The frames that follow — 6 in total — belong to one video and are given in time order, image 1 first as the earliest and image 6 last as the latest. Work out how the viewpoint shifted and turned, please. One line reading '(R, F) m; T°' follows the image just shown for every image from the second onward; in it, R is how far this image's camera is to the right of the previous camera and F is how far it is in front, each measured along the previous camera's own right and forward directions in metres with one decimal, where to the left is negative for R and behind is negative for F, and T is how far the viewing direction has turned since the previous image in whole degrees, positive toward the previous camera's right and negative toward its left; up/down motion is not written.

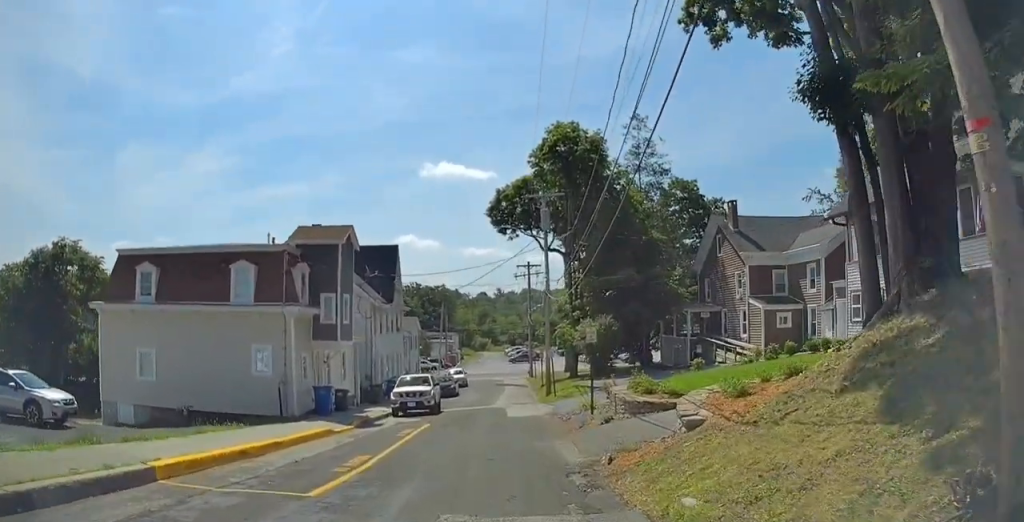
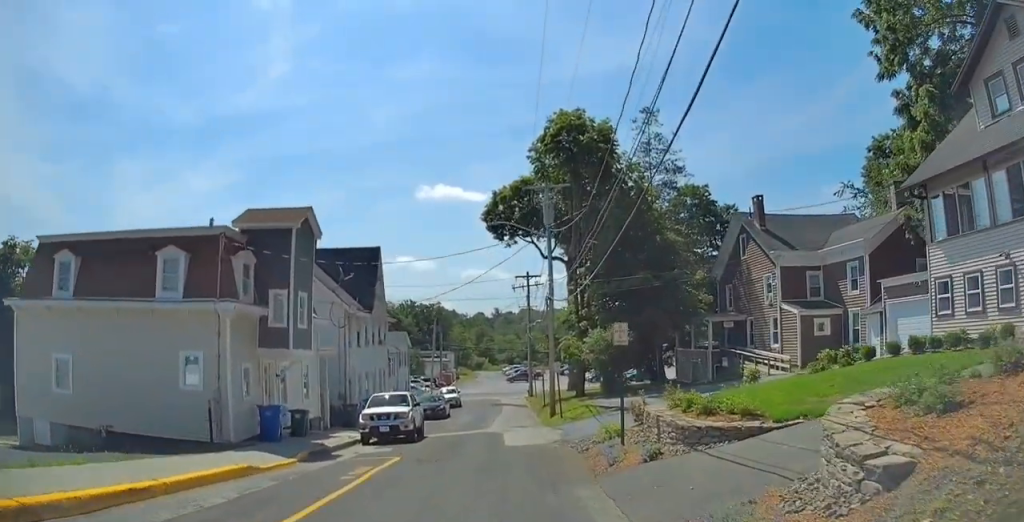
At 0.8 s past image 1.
(+0.4, +5.4) m; +2°
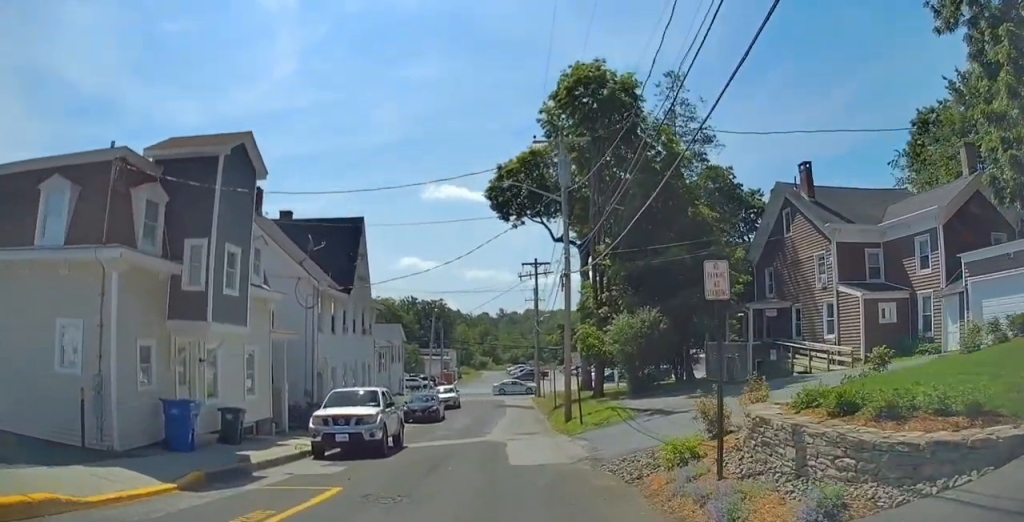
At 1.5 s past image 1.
(0.0, +6.2) m; 0°
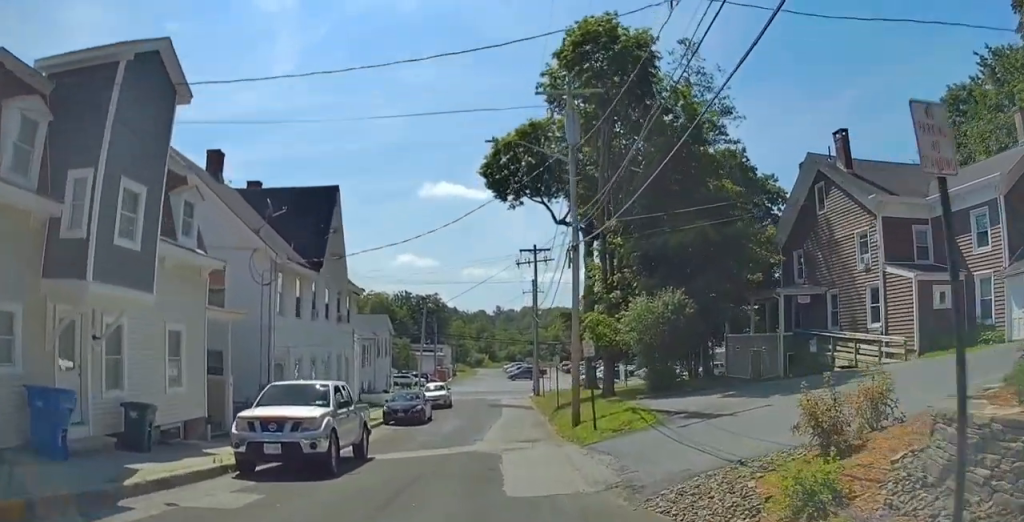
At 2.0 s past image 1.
(-0.1, +4.4) m; -1°
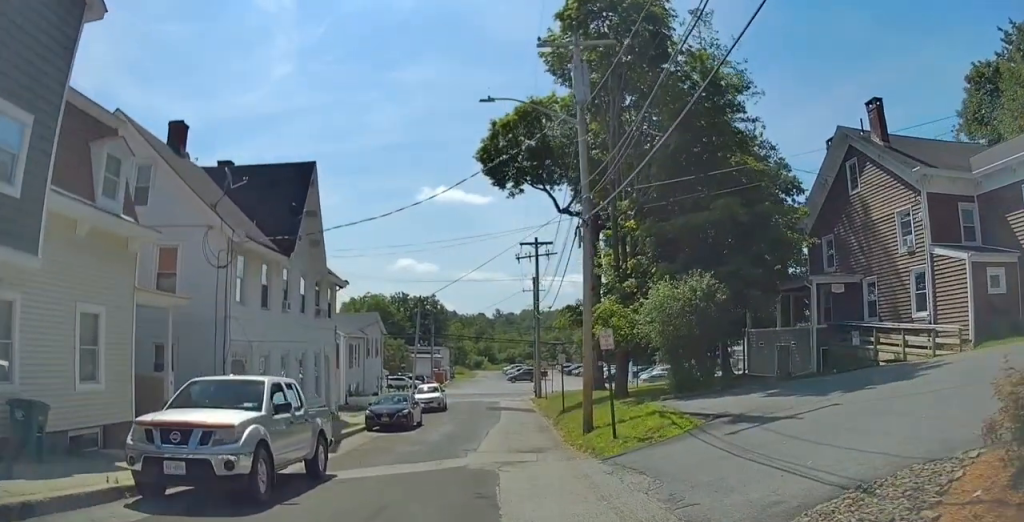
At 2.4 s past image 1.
(0.0, +3.9) m; 0°
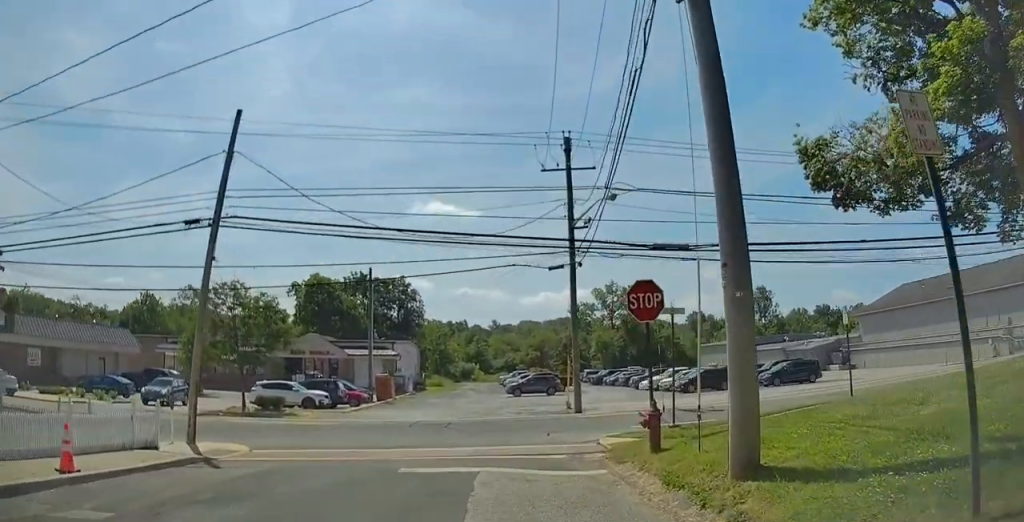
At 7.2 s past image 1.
(-1.3, +44.1) m; +2°
